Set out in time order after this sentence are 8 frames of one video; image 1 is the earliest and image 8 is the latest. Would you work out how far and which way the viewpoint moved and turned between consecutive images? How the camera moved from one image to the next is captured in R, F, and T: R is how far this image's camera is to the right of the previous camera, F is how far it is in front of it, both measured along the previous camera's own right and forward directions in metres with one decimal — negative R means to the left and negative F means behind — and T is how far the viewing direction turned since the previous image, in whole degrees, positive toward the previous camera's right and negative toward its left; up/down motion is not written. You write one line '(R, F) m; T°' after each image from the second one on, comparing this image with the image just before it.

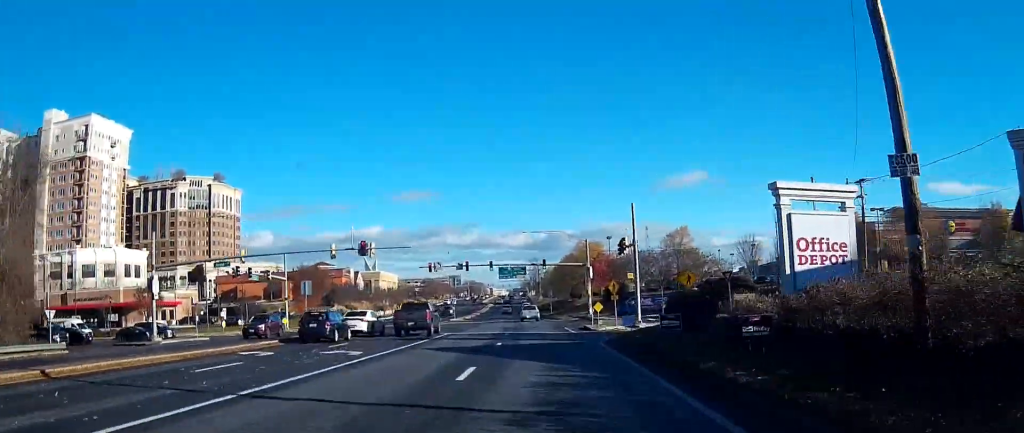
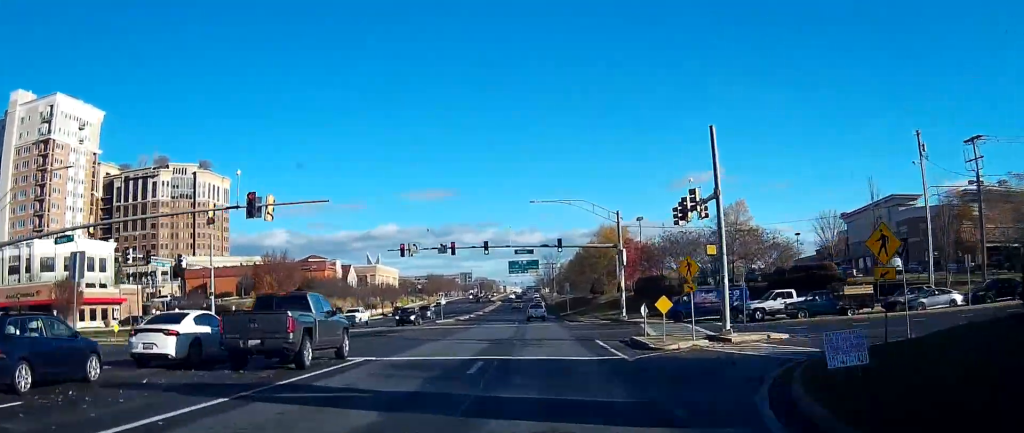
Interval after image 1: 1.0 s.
(-0.2, +22.3) m; -1°
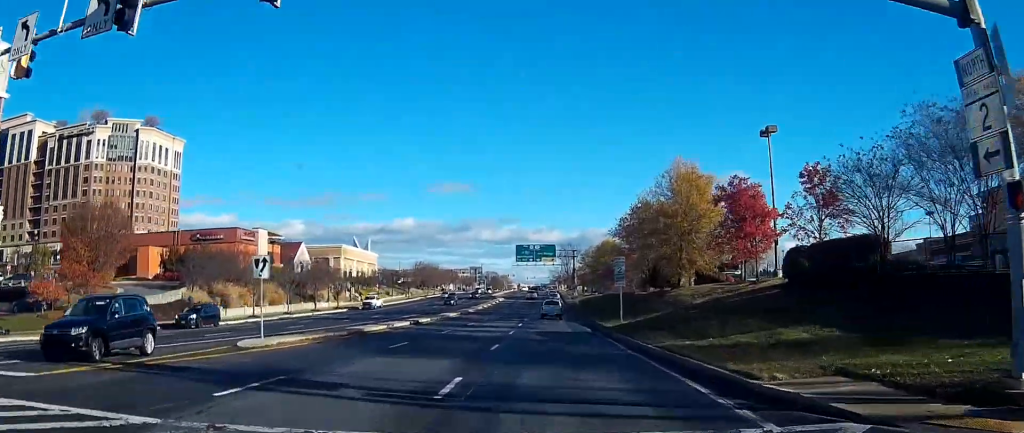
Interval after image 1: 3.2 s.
(-0.6, +49.2) m; -1°
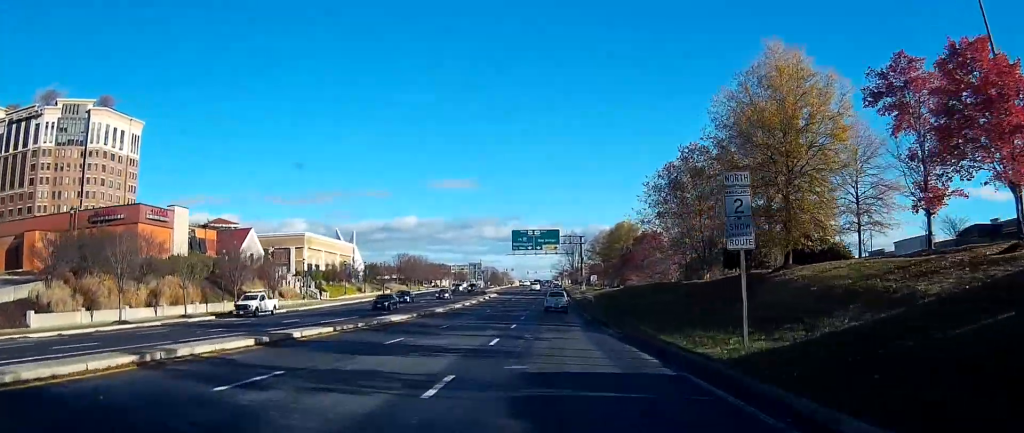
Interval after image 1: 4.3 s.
(-0.1, +25.8) m; 0°
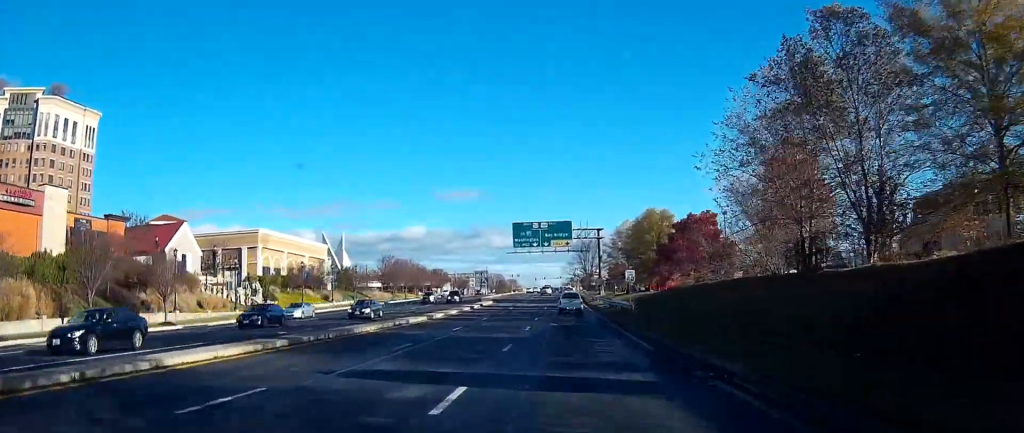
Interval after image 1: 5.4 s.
(-0.1, +25.7) m; -1°
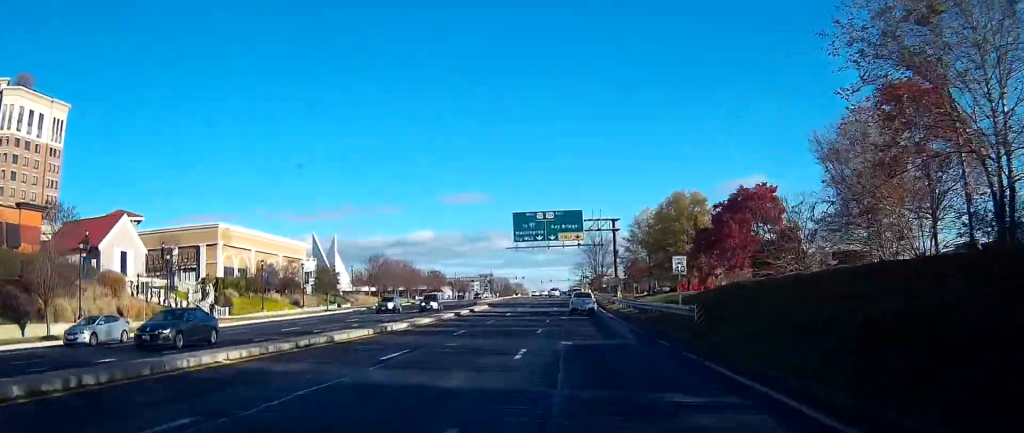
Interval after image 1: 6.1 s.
(-0.1, +15.8) m; 0°
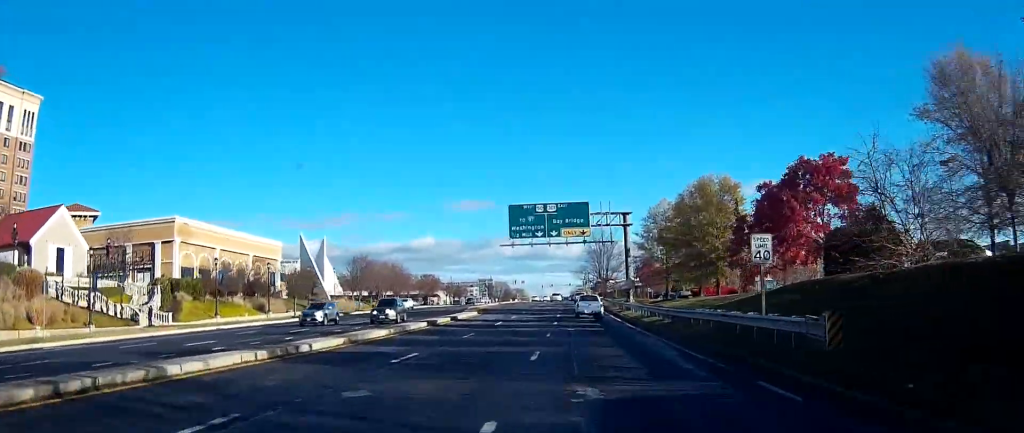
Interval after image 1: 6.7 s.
(-0.1, +12.0) m; 0°
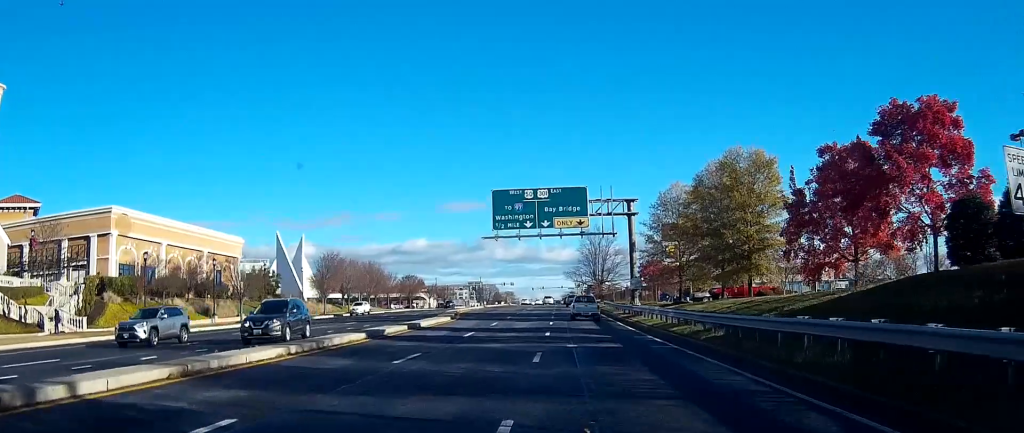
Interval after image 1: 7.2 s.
(0.0, +11.9) m; +1°
